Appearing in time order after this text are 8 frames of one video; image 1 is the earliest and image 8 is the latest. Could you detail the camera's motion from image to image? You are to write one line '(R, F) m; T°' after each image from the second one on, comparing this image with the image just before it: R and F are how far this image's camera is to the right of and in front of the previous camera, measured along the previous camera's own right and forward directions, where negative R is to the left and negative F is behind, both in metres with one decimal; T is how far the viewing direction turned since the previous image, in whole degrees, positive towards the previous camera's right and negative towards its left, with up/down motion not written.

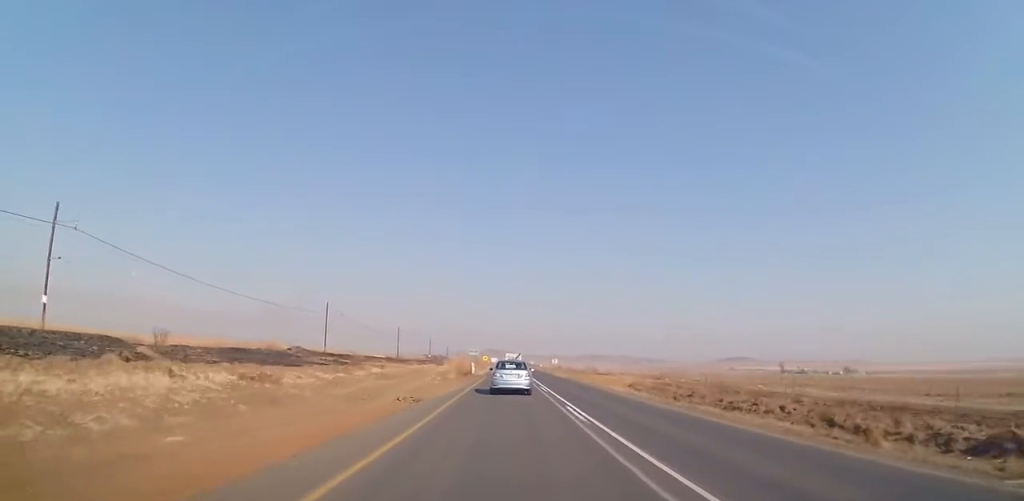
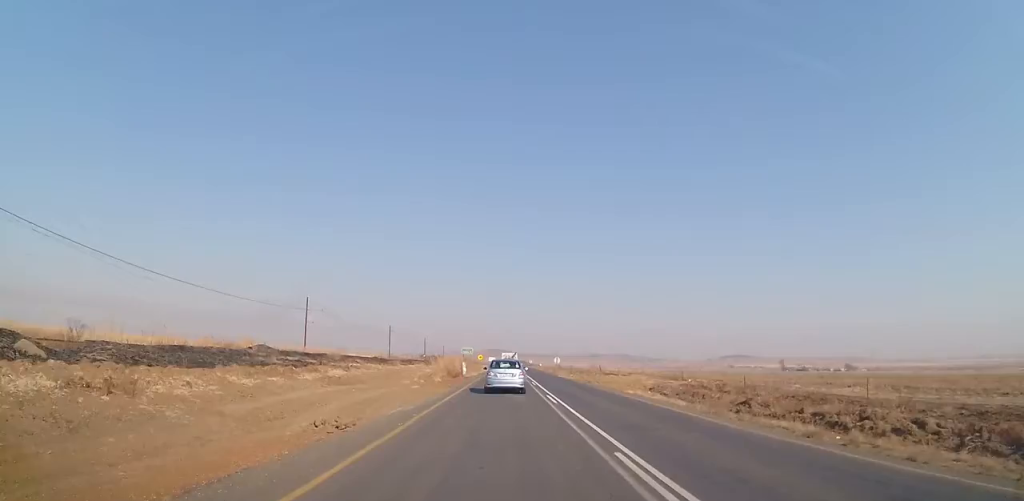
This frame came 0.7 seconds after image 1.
(0.0, +8.9) m; 0°
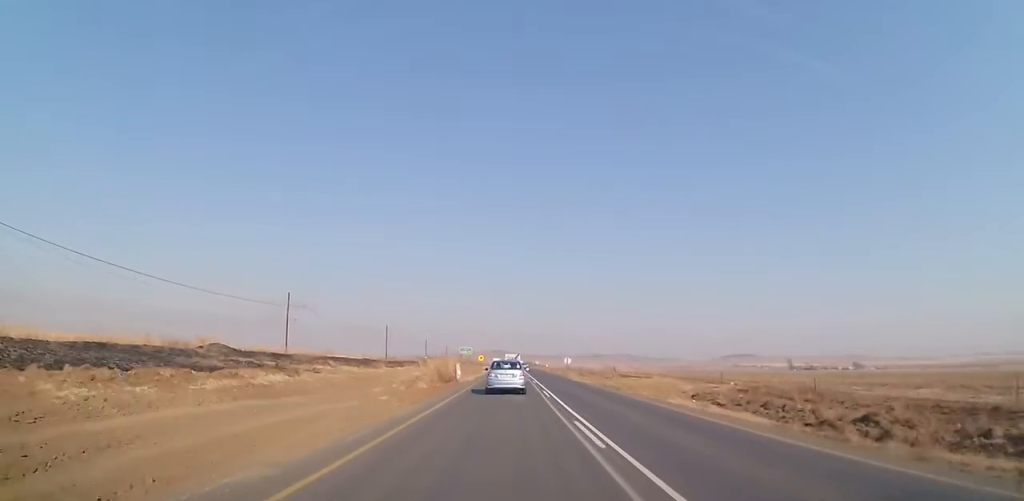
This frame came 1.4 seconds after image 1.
(0.0, +9.7) m; -1°
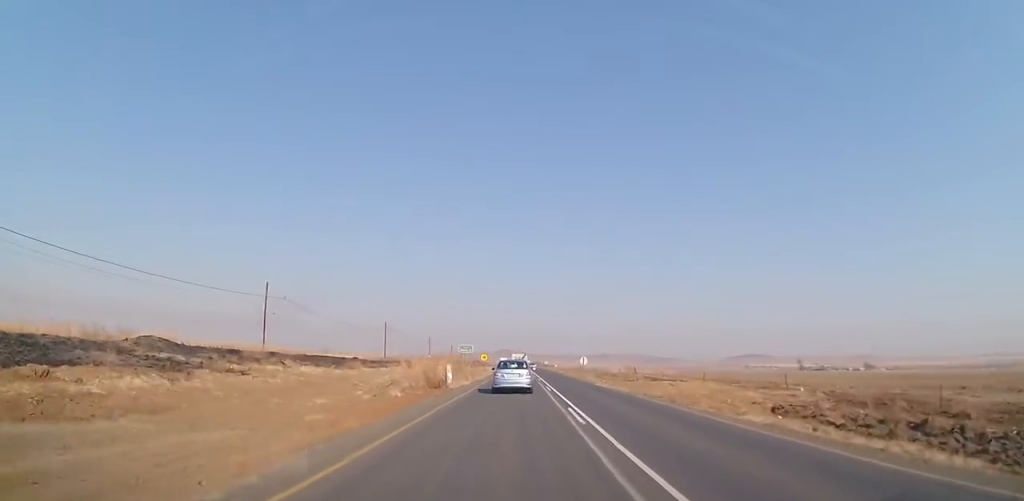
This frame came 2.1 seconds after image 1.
(0.0, +10.3) m; -1°
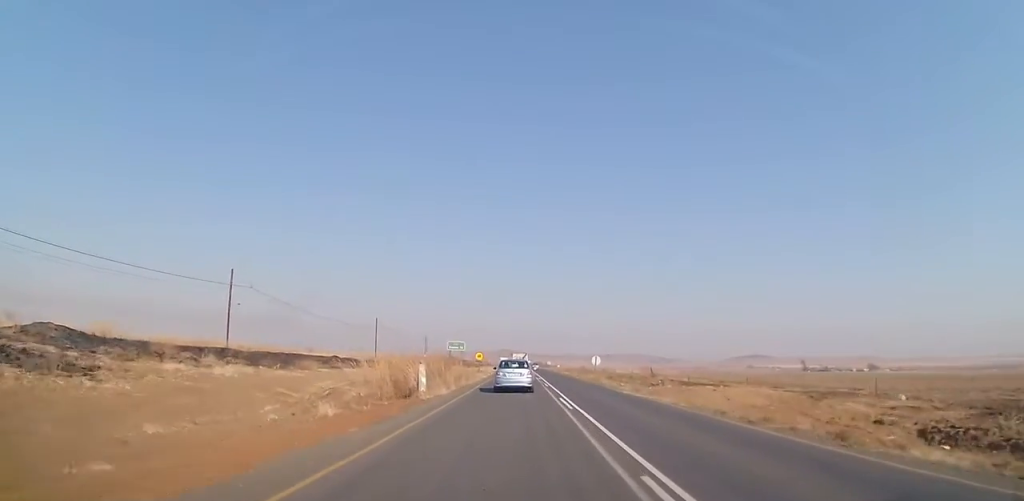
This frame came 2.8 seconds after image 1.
(-0.2, +10.0) m; 0°
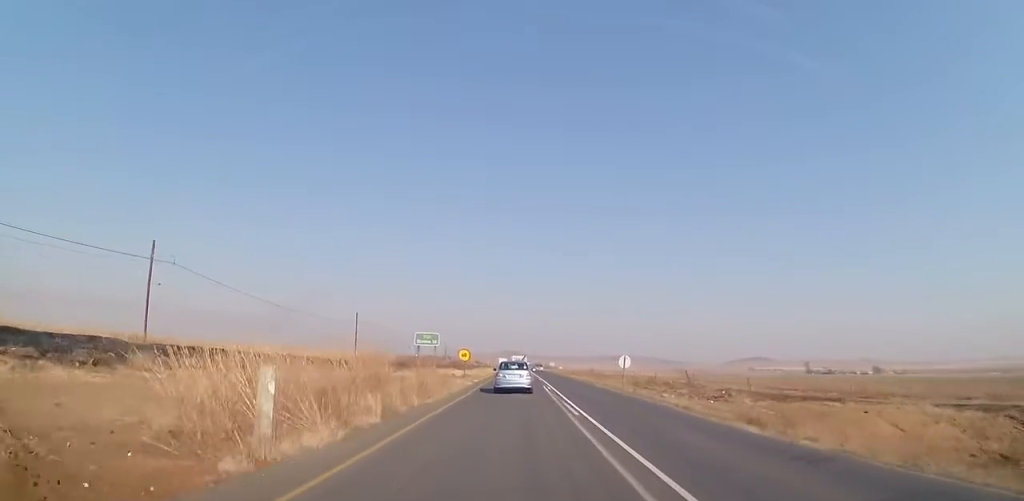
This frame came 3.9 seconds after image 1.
(+0.2, +15.6) m; +1°
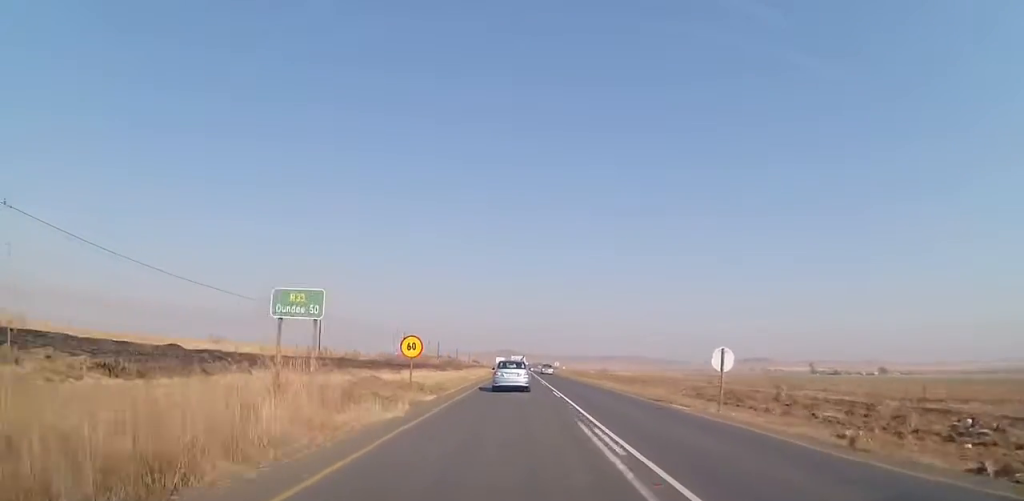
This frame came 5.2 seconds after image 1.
(0.0, +20.5) m; 0°
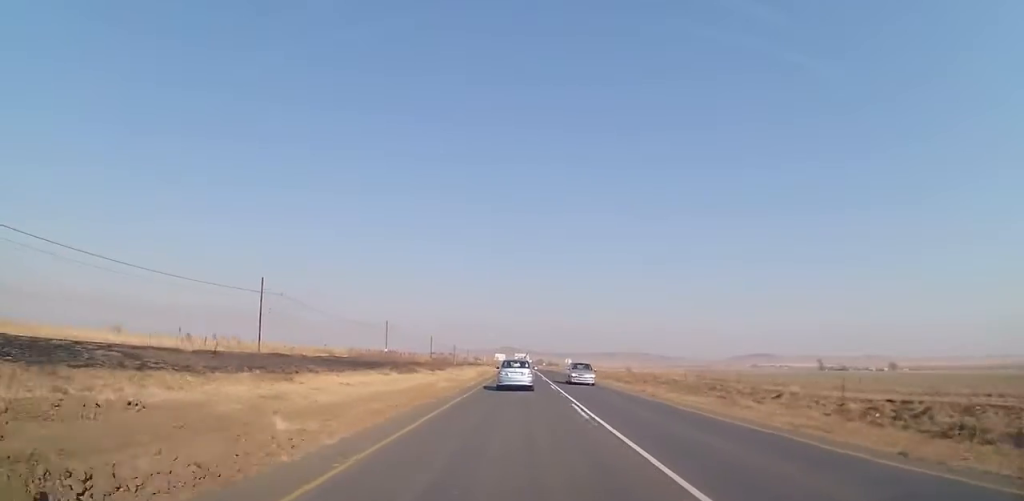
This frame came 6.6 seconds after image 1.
(0.0, +23.0) m; -1°
